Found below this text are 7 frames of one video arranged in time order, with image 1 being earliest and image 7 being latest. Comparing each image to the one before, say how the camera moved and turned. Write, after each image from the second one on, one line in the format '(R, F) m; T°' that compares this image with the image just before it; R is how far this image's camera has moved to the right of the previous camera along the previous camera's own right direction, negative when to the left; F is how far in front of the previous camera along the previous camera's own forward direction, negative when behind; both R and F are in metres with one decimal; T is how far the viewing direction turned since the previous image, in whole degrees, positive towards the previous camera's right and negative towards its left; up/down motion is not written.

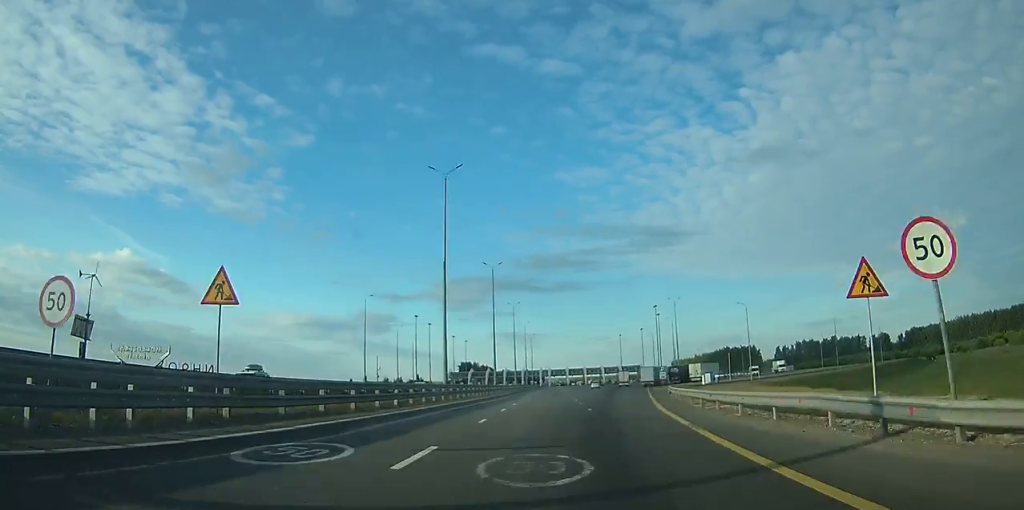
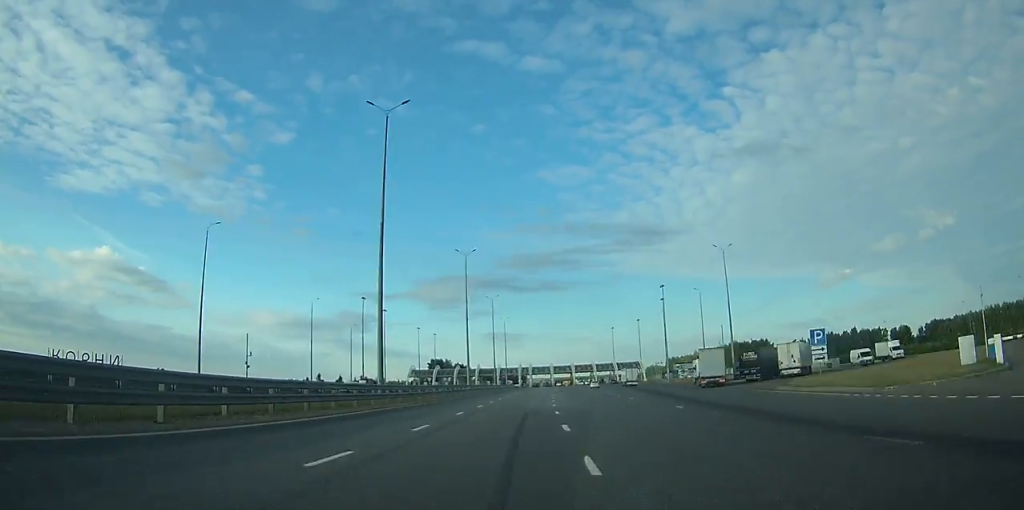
(+0.5, +58.0) m; 0°
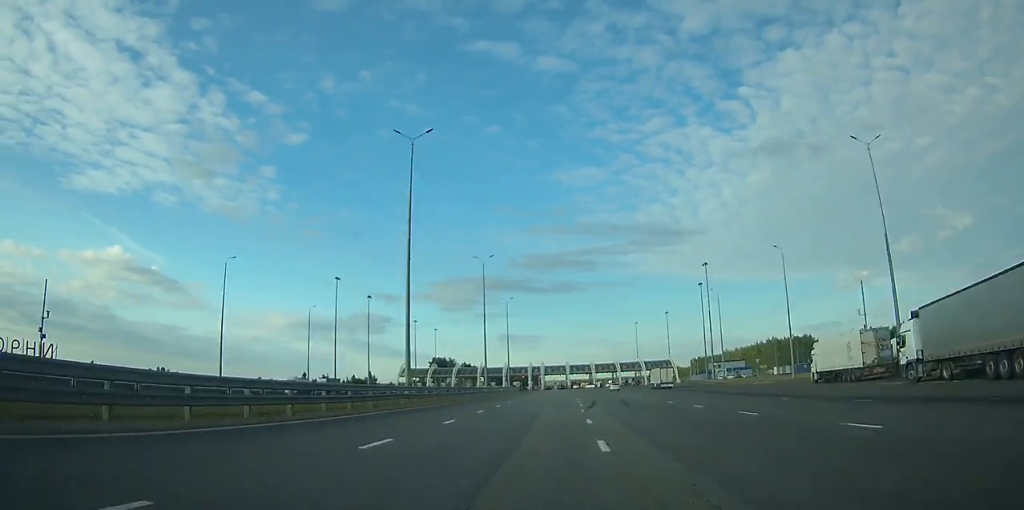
(-0.2, +41.9) m; 0°
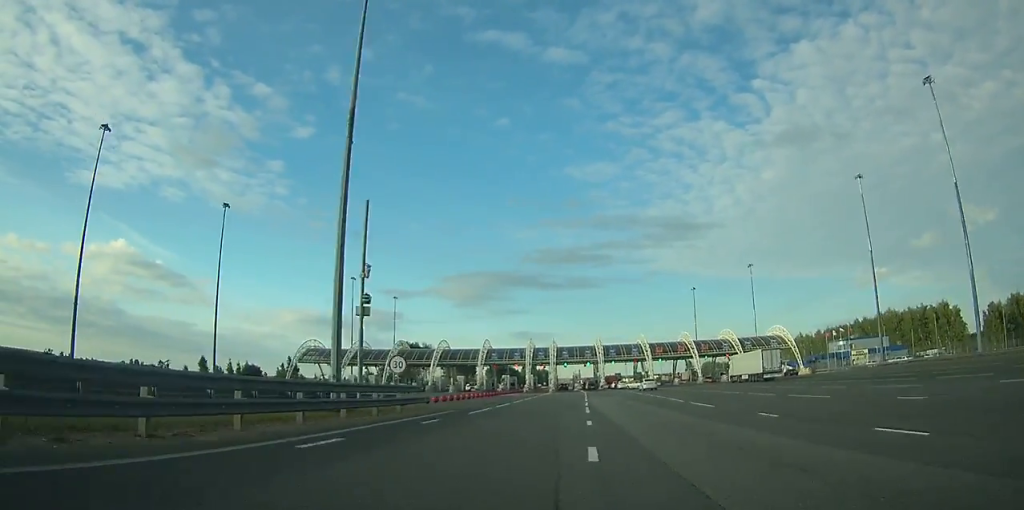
(-1.3, +103.2) m; -1°
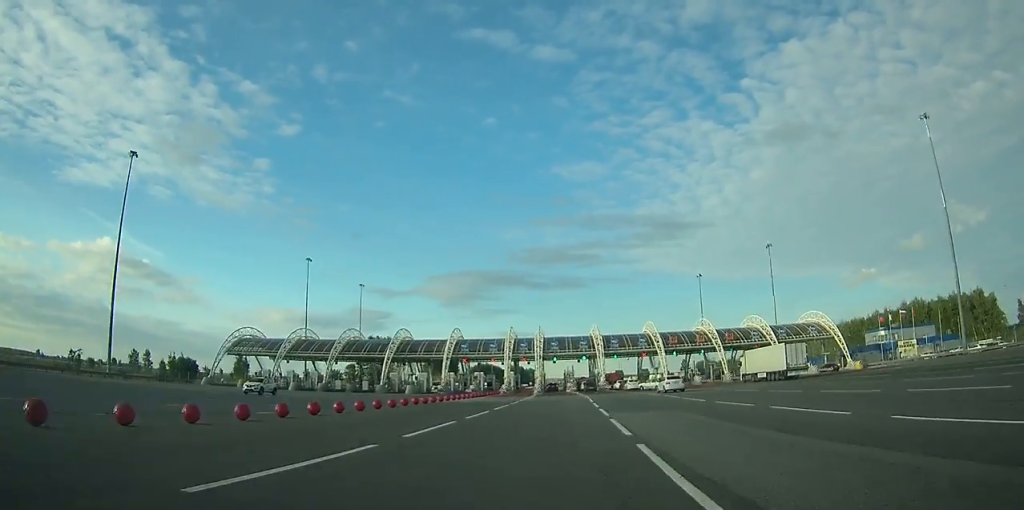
(0.0, +25.6) m; 0°
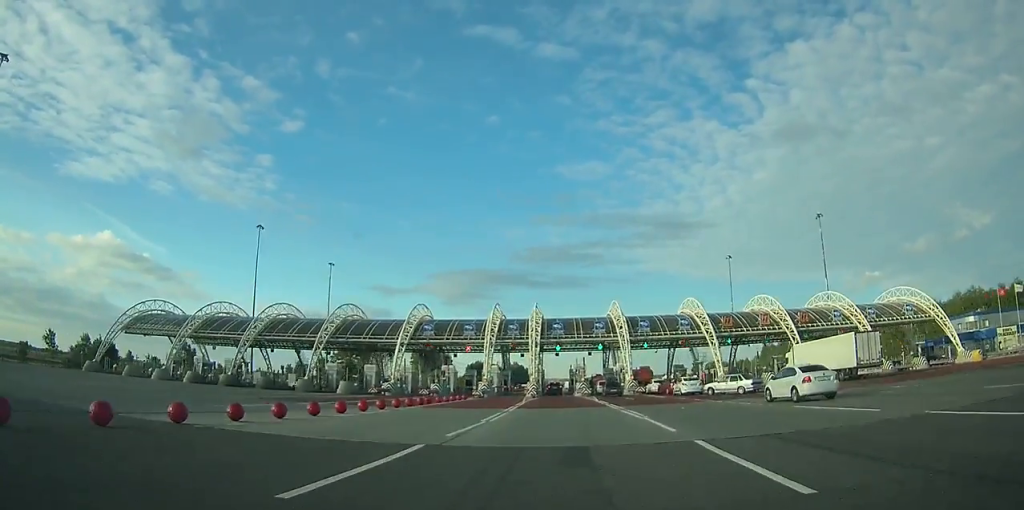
(+0.2, +27.3) m; 0°
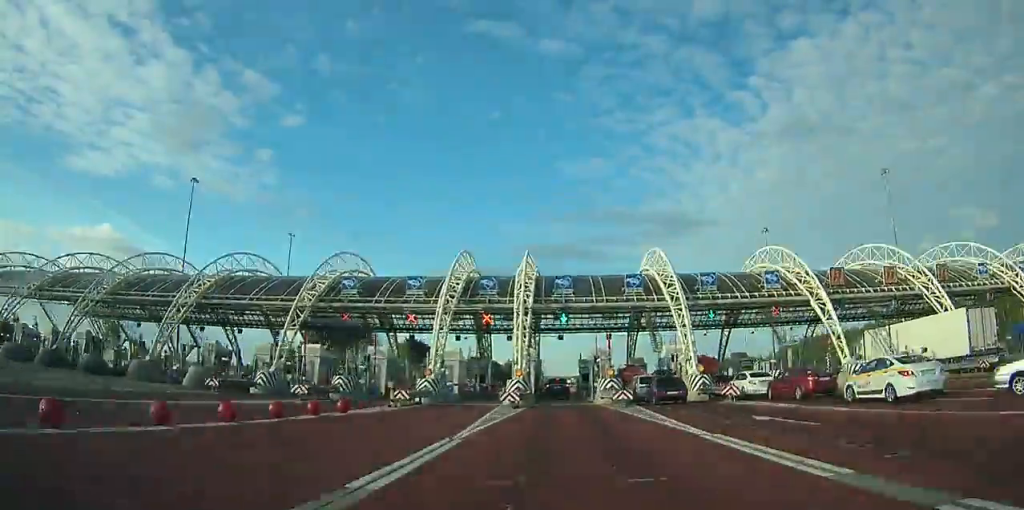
(0.0, +24.7) m; 0°
